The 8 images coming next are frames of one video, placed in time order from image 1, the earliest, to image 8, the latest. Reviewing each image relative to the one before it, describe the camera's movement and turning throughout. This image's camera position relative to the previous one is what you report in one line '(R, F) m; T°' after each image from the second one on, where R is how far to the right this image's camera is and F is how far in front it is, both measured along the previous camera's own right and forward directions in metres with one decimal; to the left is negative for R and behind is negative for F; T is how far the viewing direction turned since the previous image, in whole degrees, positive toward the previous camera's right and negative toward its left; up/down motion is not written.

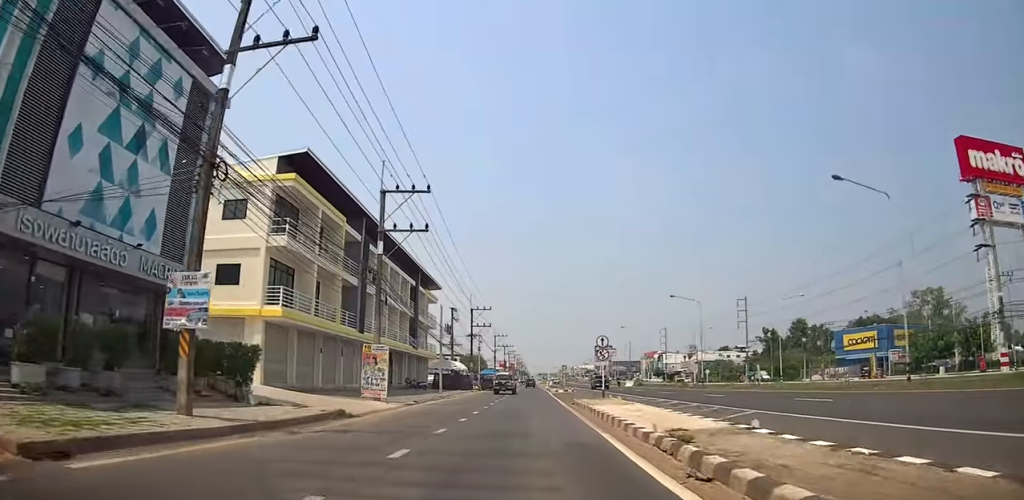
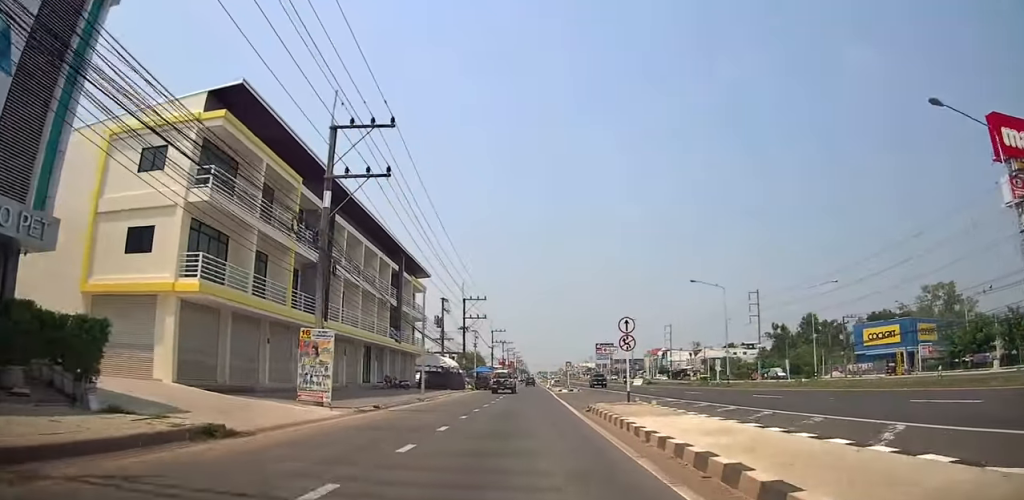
(+0.3, +7.8) m; 0°
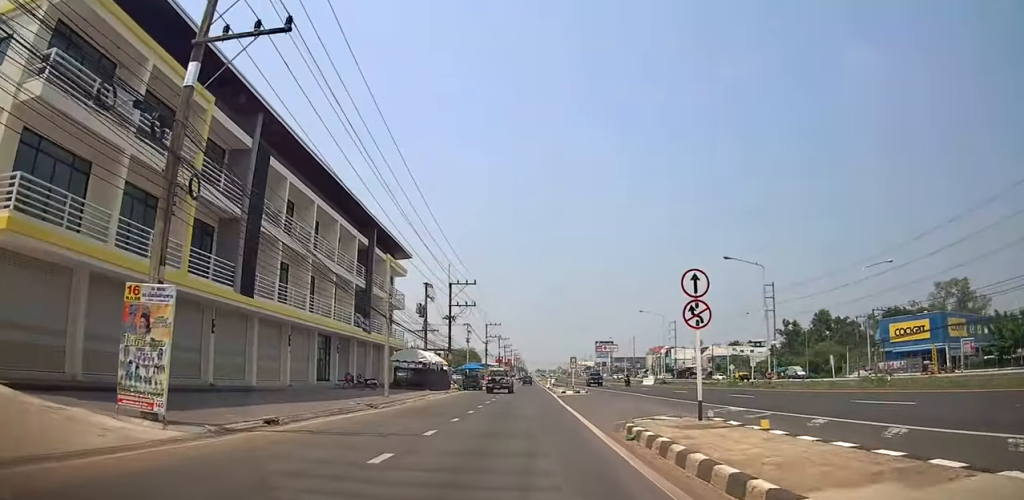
(-0.3, +9.8) m; -3°
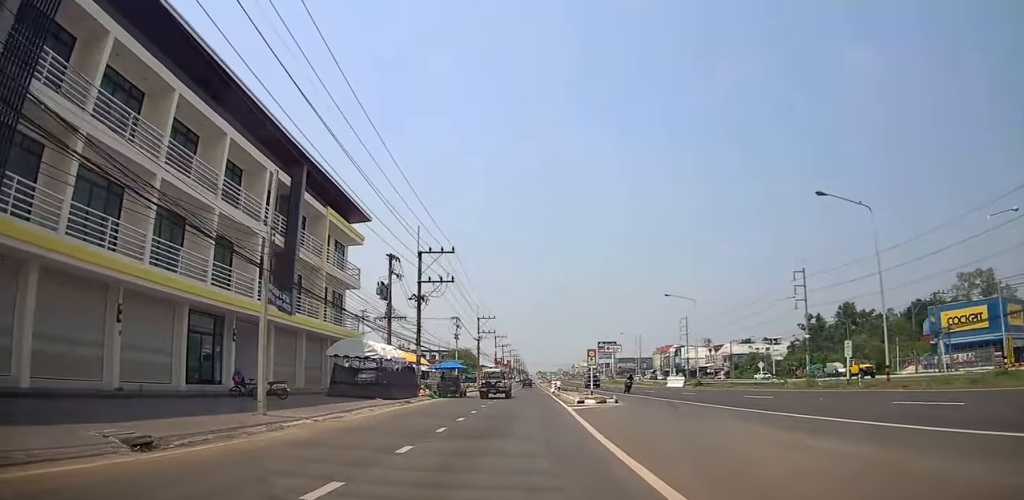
(-0.6, +15.2) m; -1°
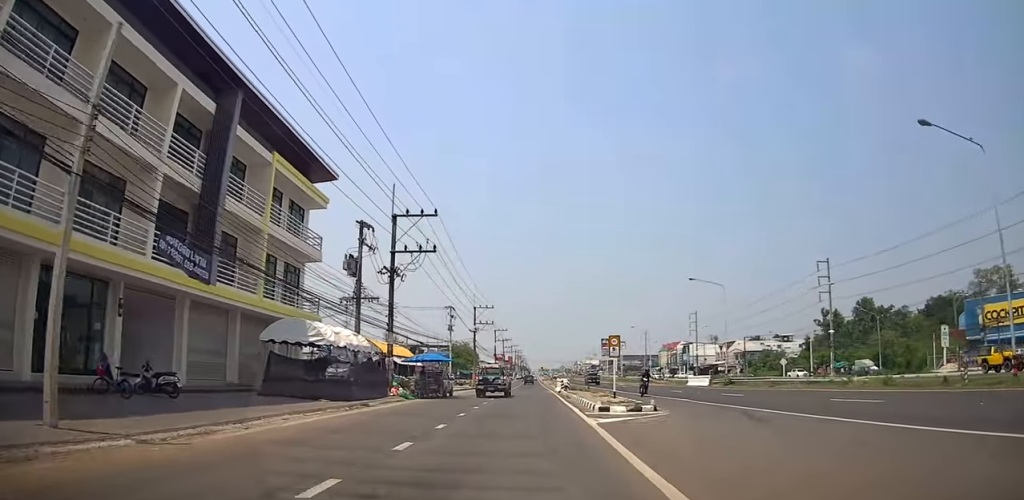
(-0.2, +8.7) m; 0°
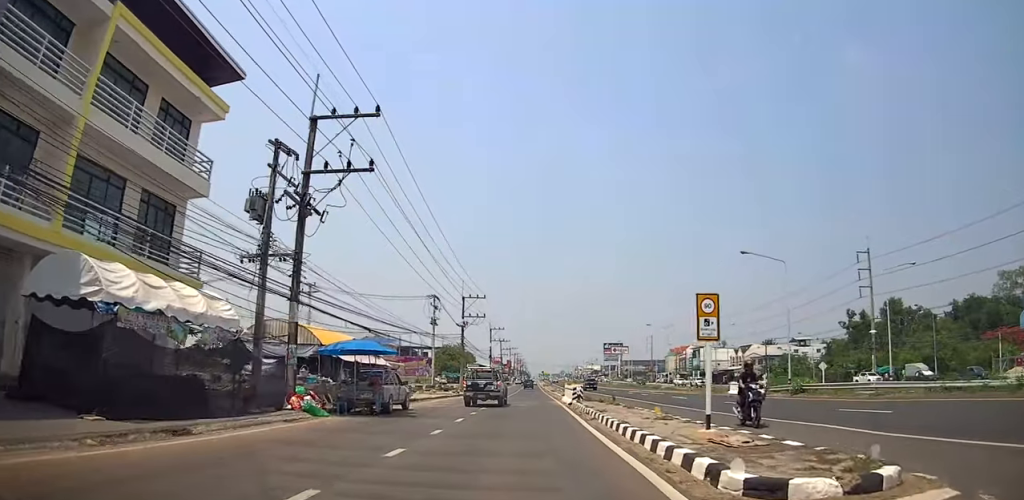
(+0.8, +13.3) m; -2°
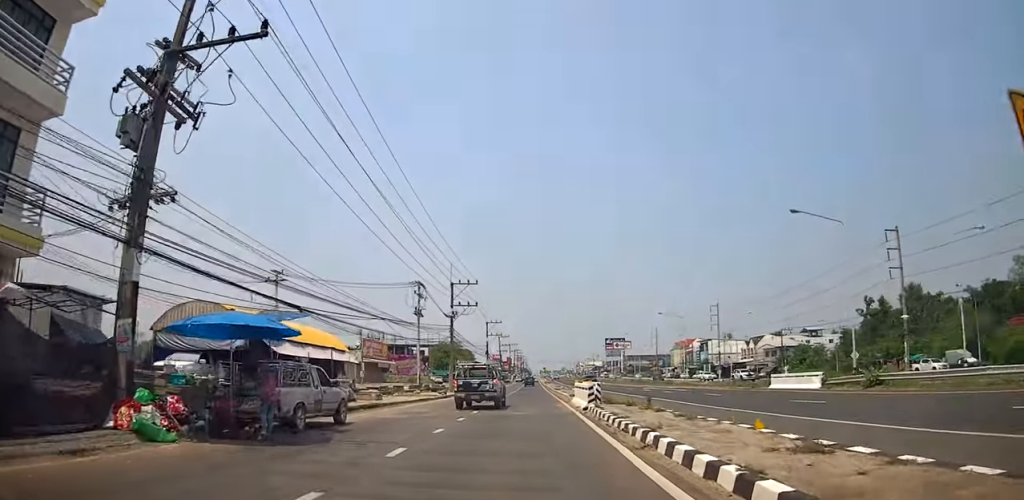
(-0.7, +8.4) m; -2°
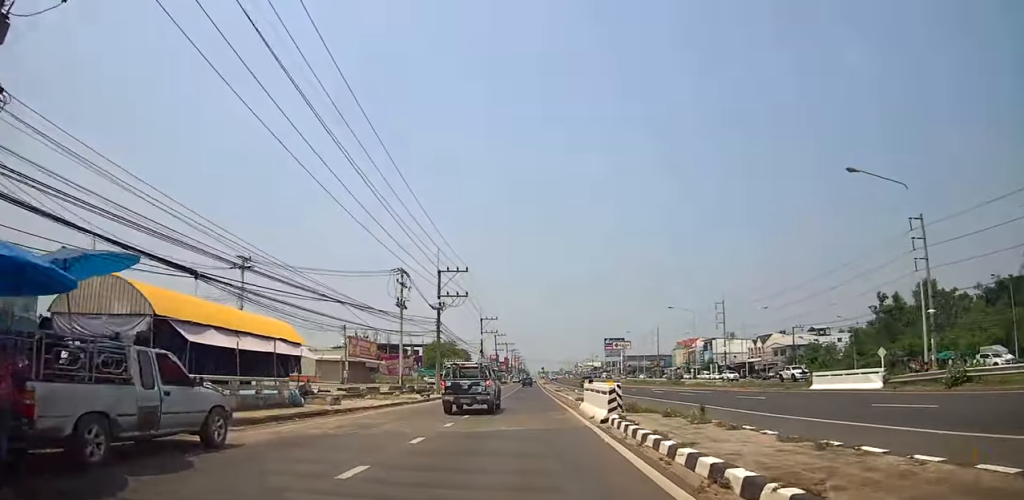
(-0.5, +6.6) m; -1°
